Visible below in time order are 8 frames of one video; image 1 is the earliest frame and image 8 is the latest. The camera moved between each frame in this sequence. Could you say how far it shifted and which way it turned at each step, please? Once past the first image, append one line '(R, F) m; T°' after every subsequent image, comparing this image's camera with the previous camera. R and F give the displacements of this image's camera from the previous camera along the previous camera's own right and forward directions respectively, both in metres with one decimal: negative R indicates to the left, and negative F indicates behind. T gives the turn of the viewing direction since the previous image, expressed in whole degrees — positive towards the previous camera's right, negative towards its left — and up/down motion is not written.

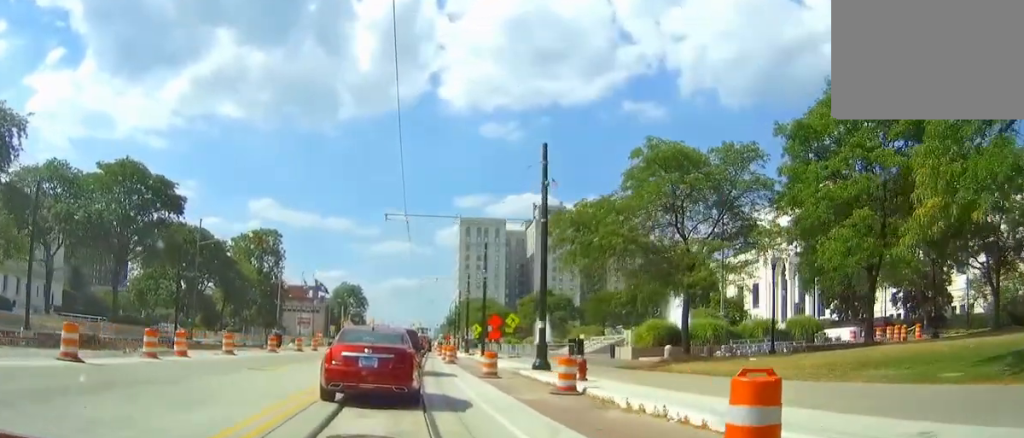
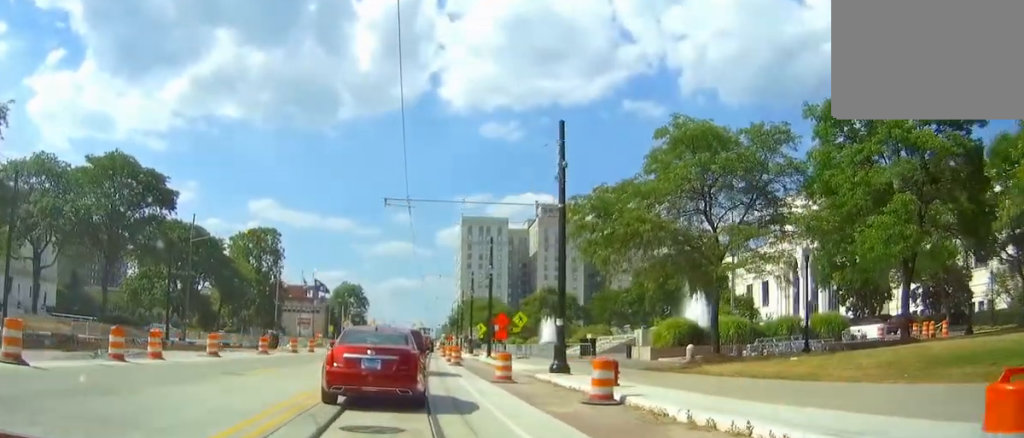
(-0.1, +3.4) m; -1°
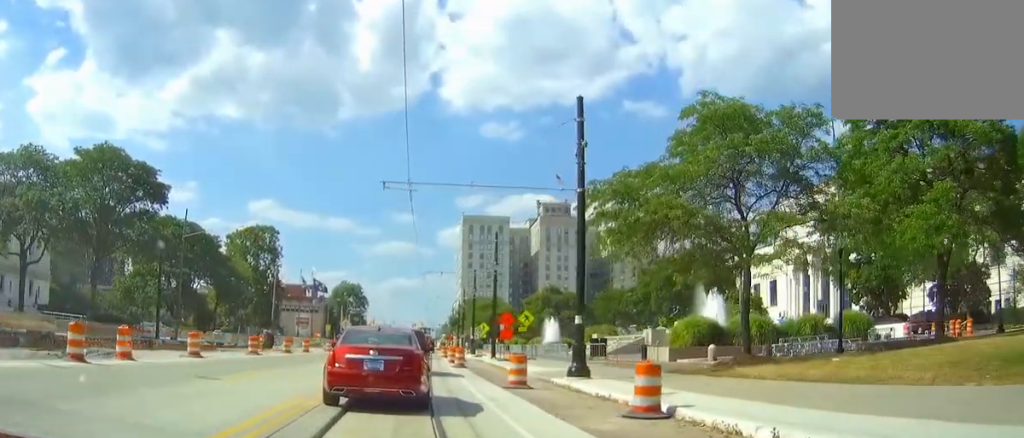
(0.0, +3.1) m; 0°
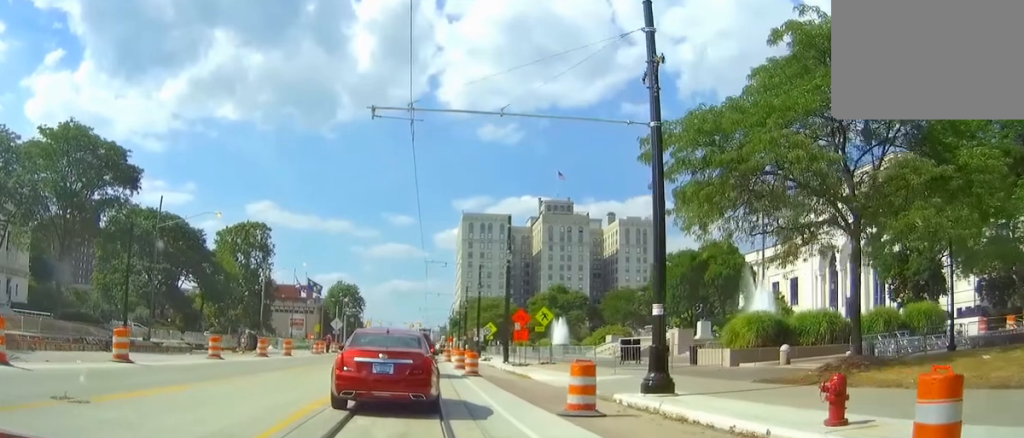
(+0.1, +8.7) m; +2°
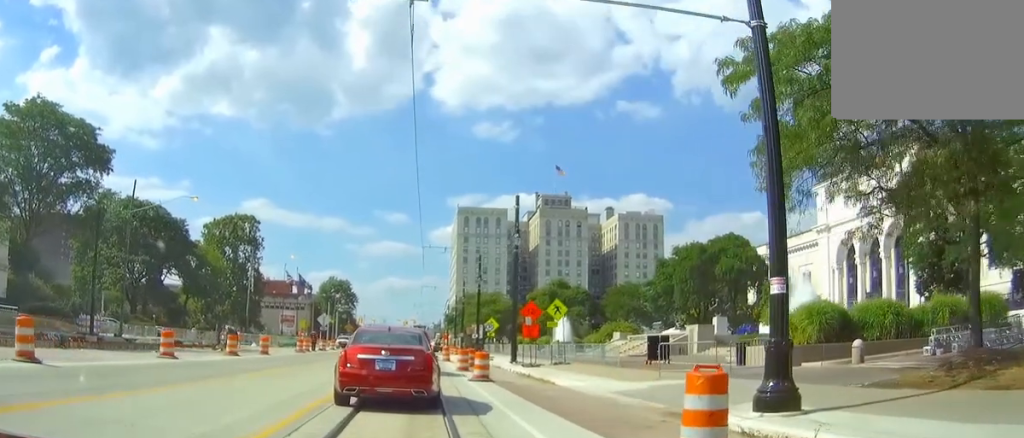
(+0.2, +6.9) m; +3°
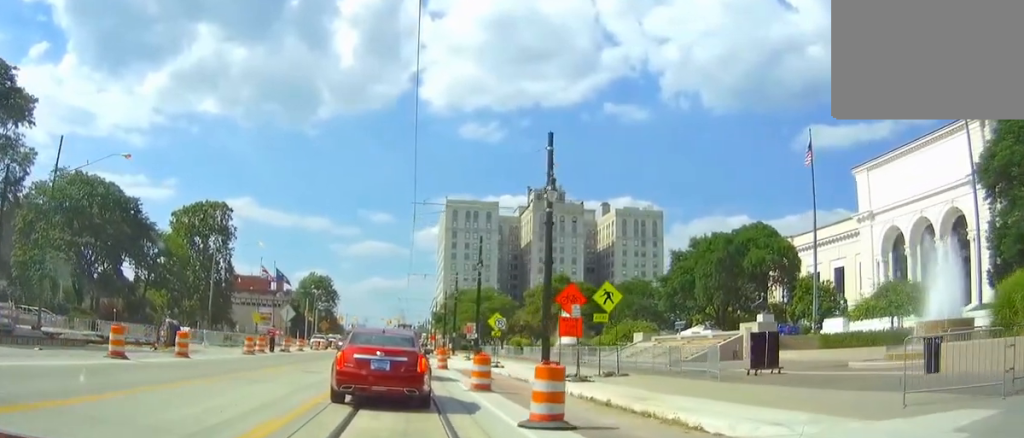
(+0.6, +16.1) m; +2°
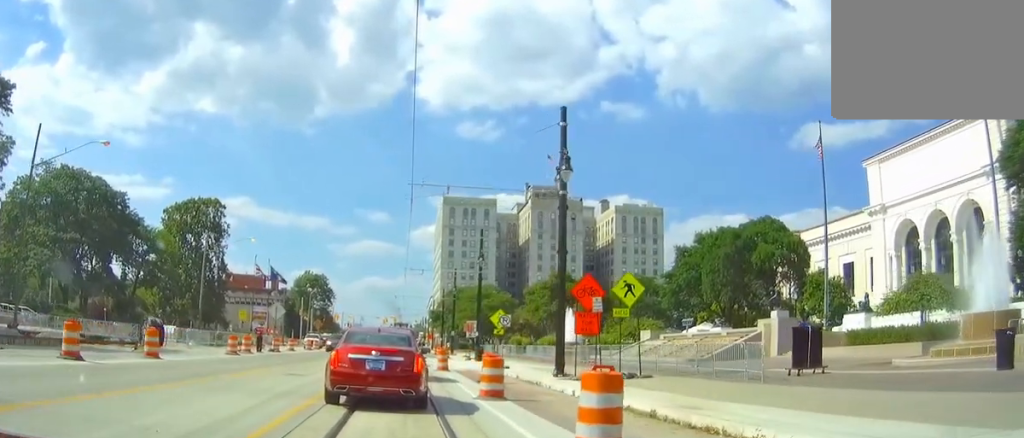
(0.0, +3.8) m; 0°
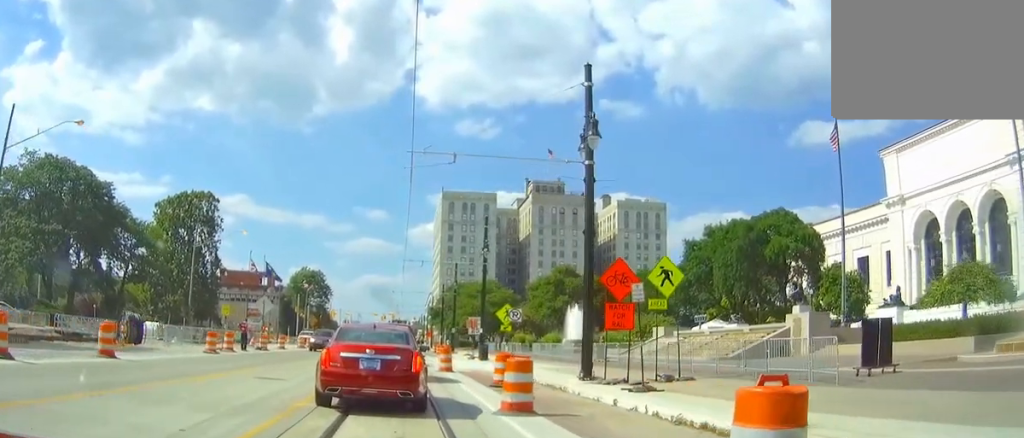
(0.0, +3.9) m; -2°
